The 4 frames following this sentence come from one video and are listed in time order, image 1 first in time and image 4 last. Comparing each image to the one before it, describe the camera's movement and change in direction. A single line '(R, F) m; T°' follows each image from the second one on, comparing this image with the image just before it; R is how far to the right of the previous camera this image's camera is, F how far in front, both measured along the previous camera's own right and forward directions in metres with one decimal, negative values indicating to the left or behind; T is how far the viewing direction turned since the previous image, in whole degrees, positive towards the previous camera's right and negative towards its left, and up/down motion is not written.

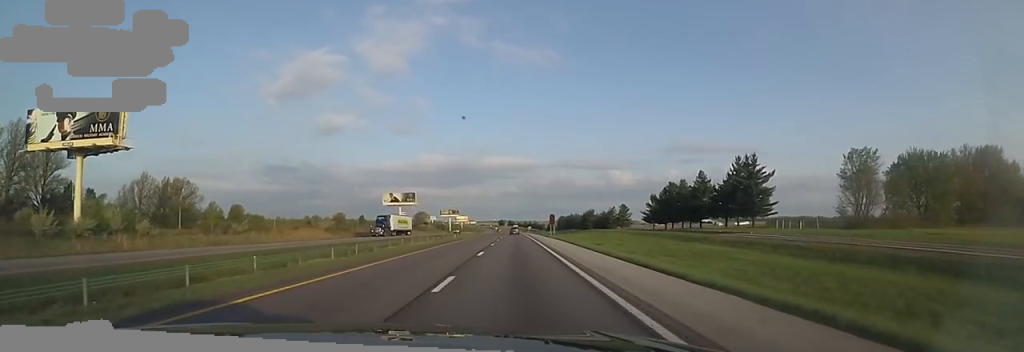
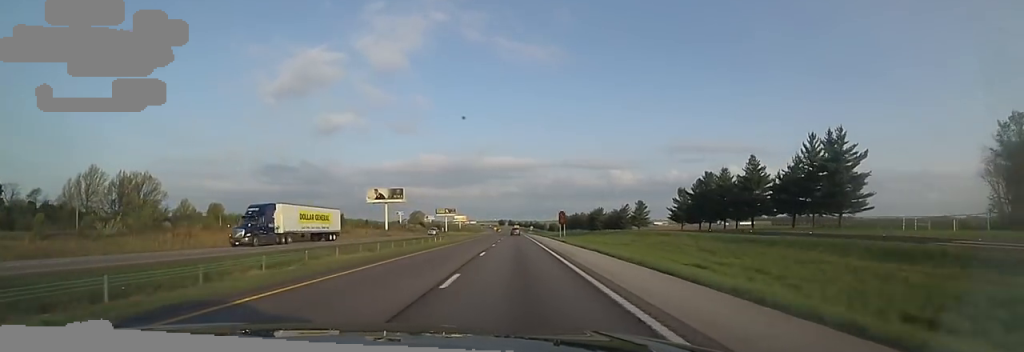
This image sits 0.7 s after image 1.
(+0.4, +23.8) m; +1°
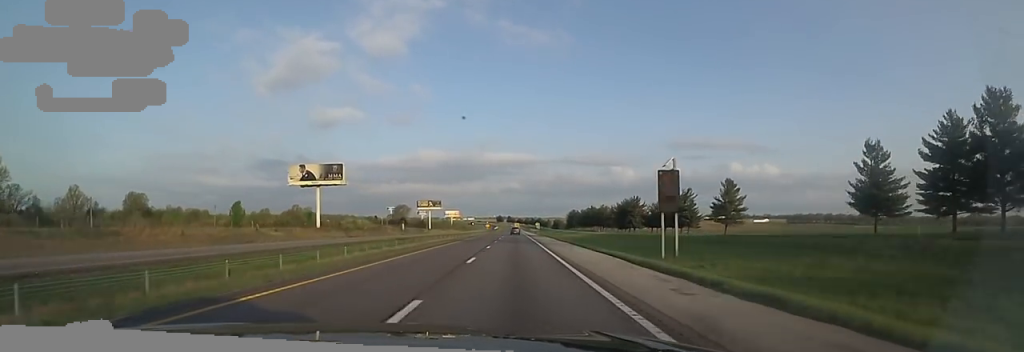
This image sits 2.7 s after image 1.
(-0.5, +66.6) m; -2°
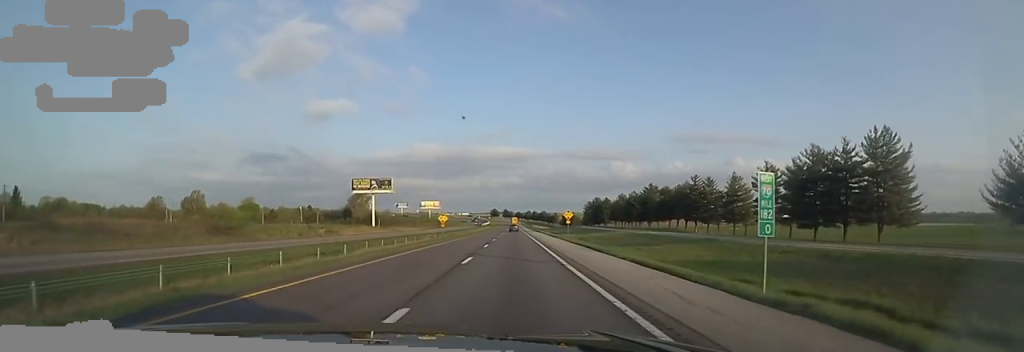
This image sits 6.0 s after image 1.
(0.0, +109.4) m; +1°
